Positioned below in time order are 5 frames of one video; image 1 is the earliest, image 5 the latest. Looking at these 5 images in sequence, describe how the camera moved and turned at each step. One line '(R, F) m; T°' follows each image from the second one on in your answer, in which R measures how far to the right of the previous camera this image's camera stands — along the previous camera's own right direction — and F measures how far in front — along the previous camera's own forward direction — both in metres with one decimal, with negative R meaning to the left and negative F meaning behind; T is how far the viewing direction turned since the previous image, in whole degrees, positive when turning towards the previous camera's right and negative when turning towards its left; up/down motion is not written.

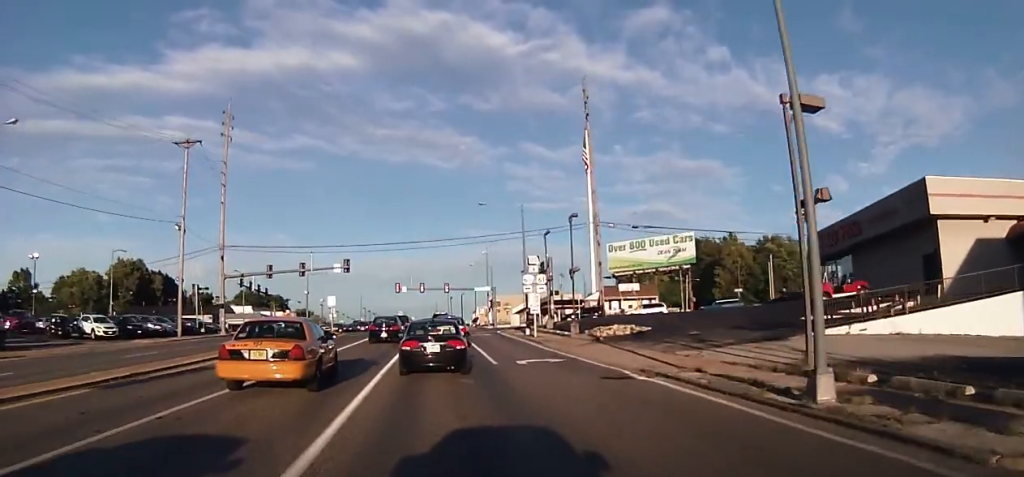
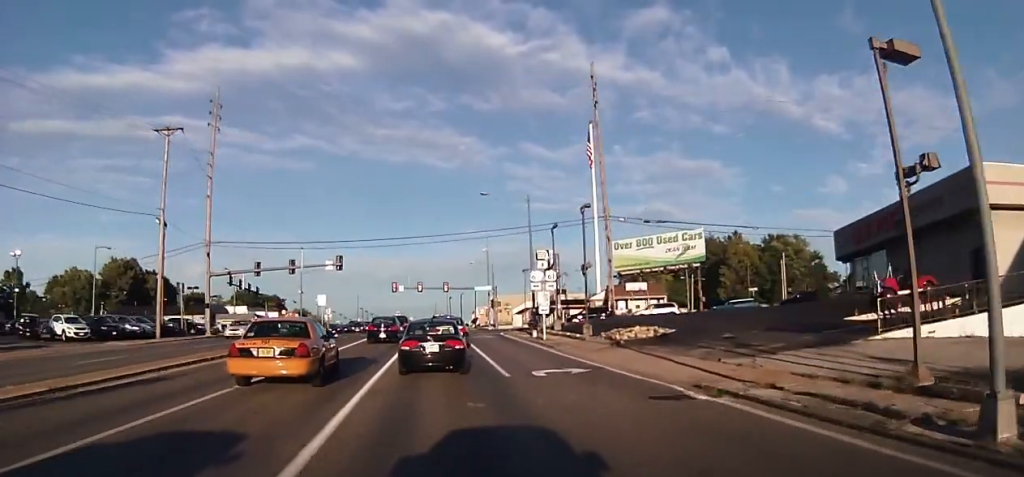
(0.0, +3.6) m; 0°
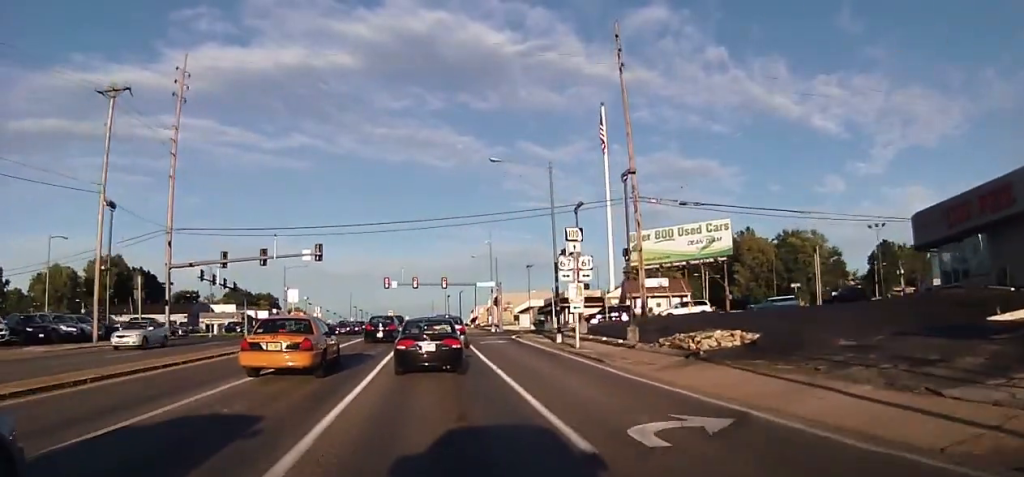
(+0.1, +8.9) m; -3°
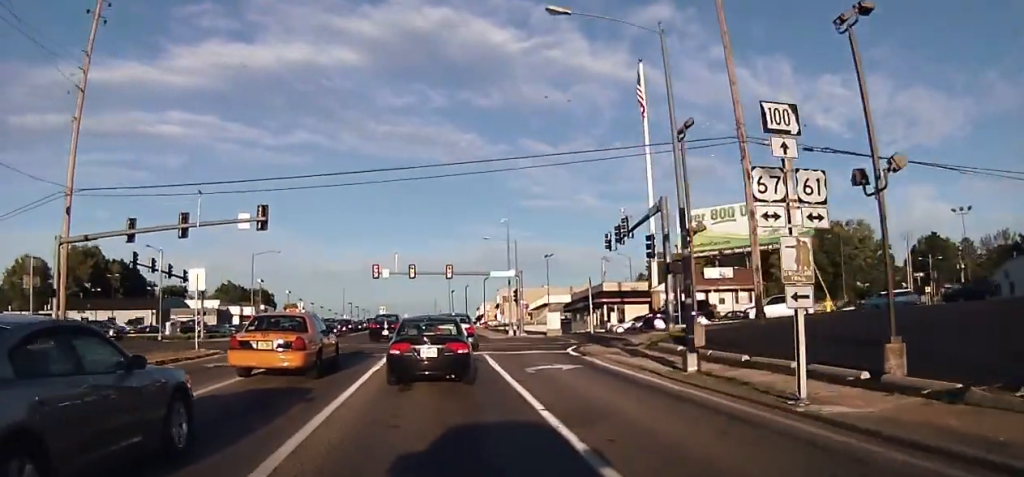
(0.0, +17.0) m; +1°
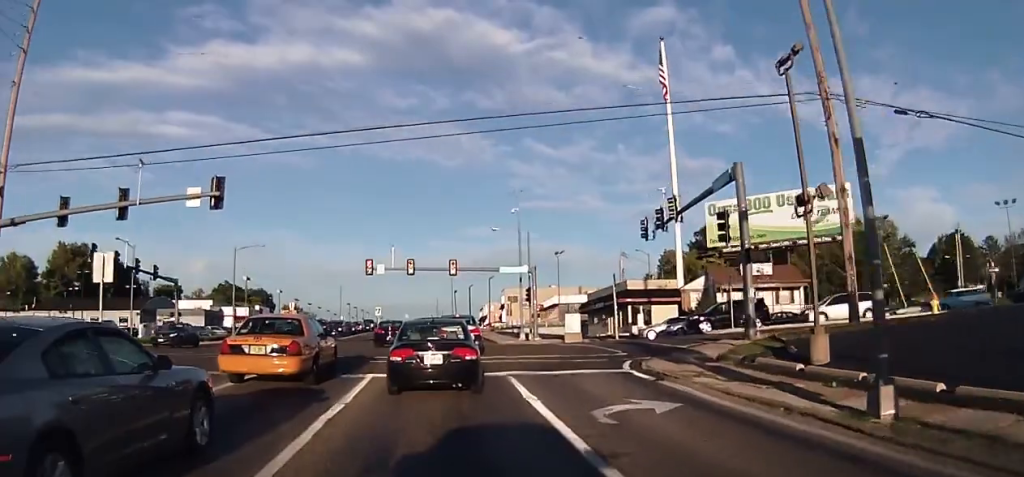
(-0.2, +7.8) m; 0°
